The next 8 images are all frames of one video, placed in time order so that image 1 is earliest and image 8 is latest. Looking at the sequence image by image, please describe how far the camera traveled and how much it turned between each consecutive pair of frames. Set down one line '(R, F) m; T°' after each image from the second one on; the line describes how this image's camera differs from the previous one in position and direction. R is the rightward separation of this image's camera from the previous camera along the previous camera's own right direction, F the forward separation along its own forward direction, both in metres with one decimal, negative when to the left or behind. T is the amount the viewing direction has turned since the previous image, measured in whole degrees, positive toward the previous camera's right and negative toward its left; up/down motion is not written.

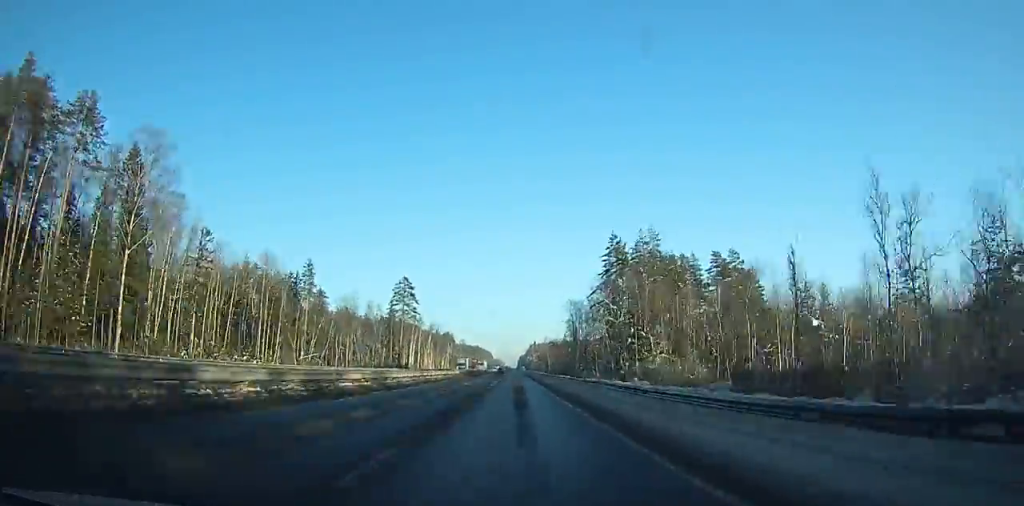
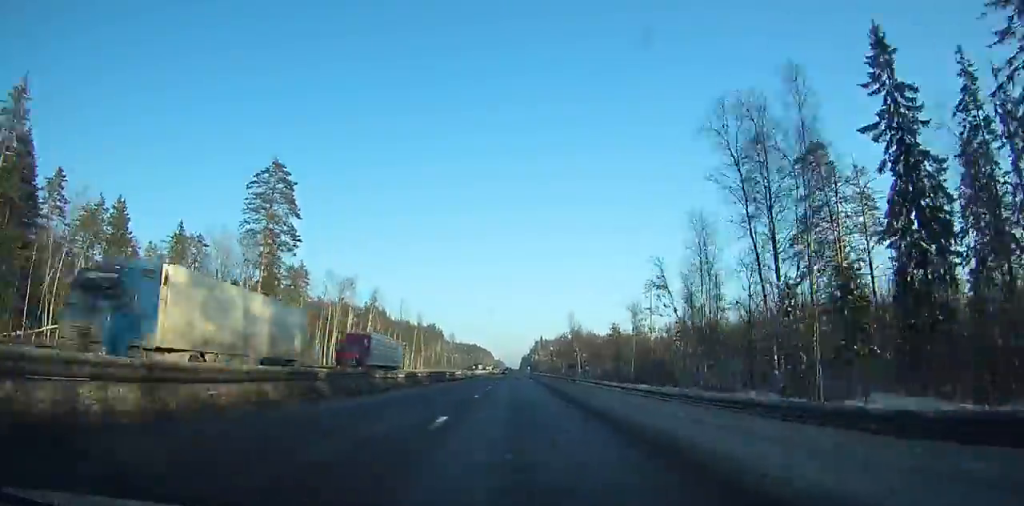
(-0.2, +89.8) m; 0°
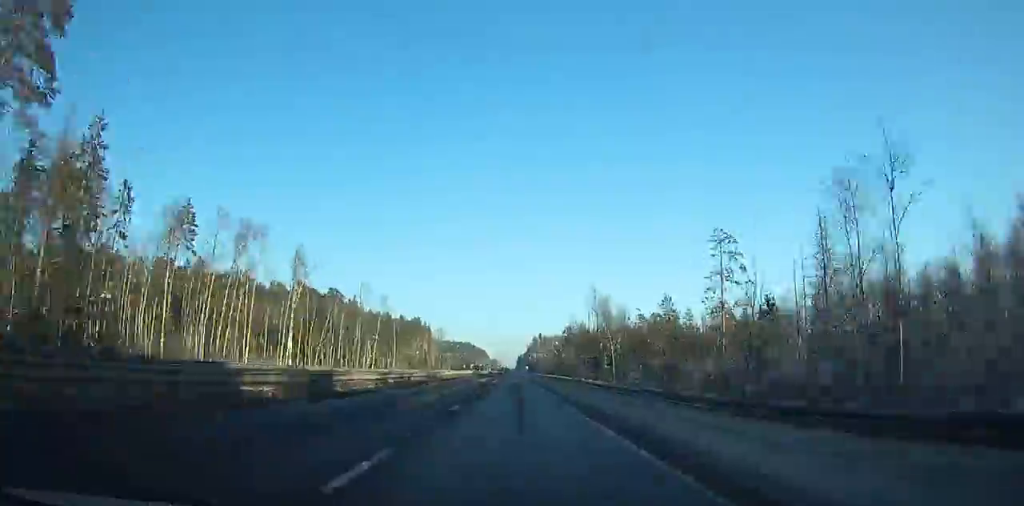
(+0.1, +43.0) m; 0°
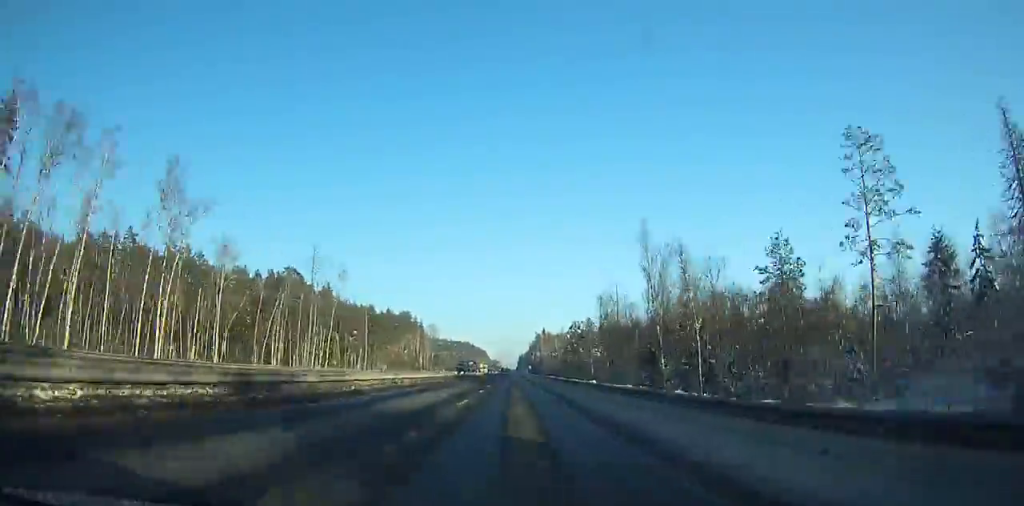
(+0.1, +33.6) m; 0°
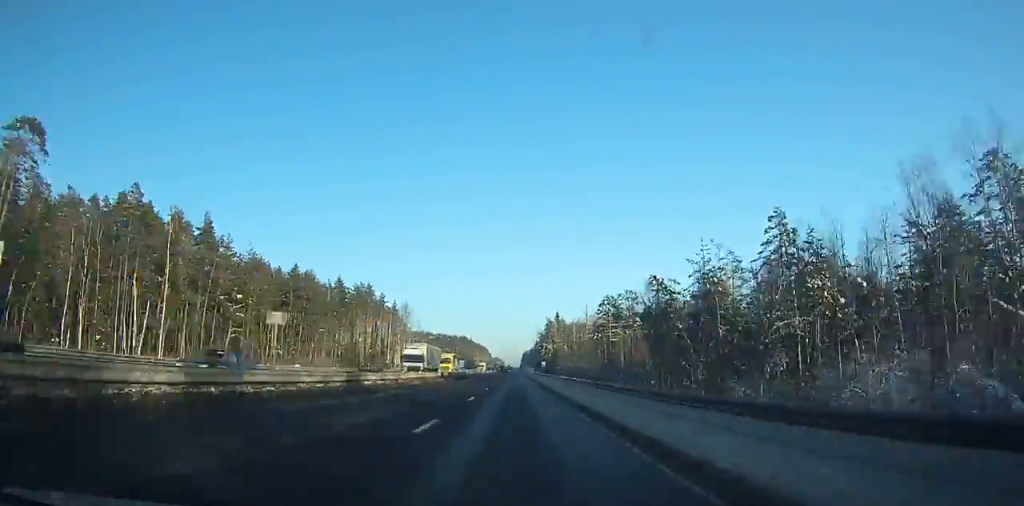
(-0.3, +83.2) m; 0°
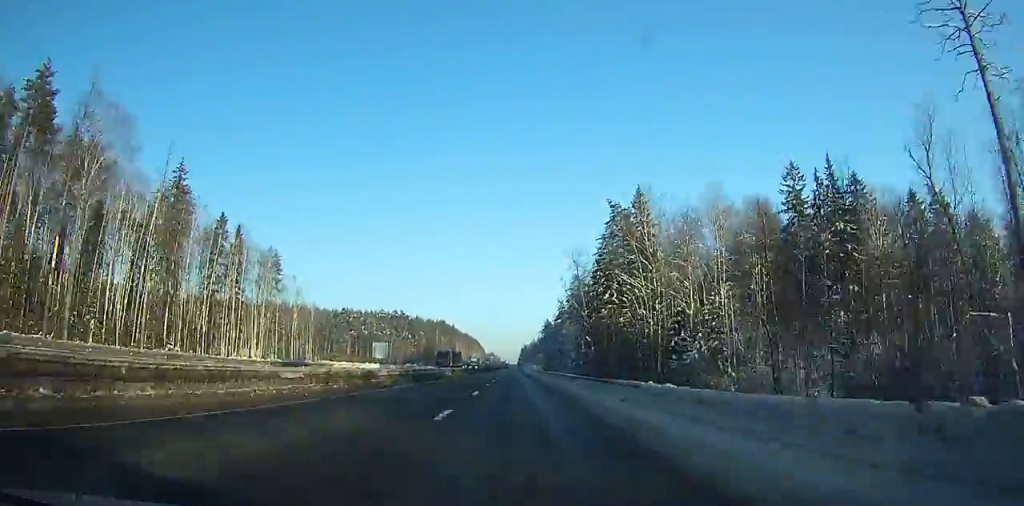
(+0.7, +167.3) m; 0°
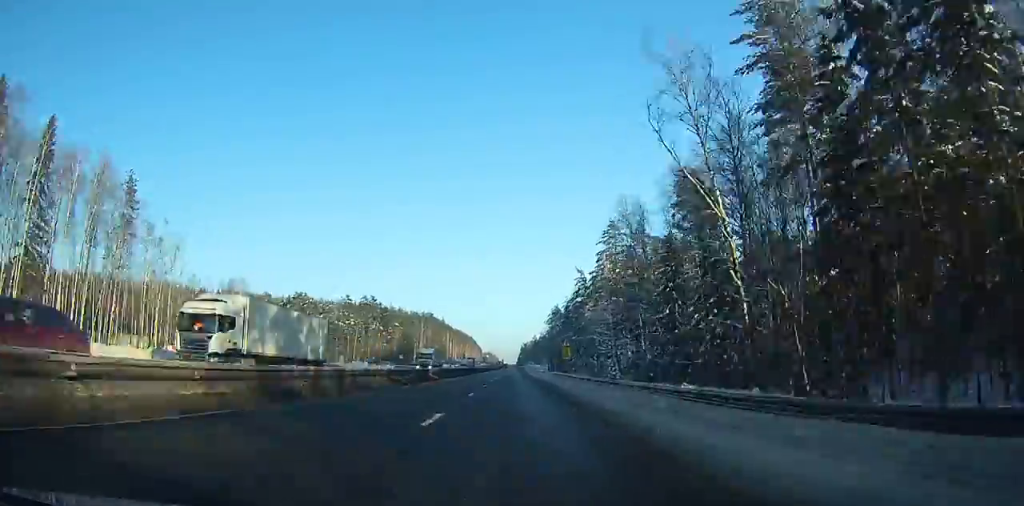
(0.0, +63.2) m; 0°
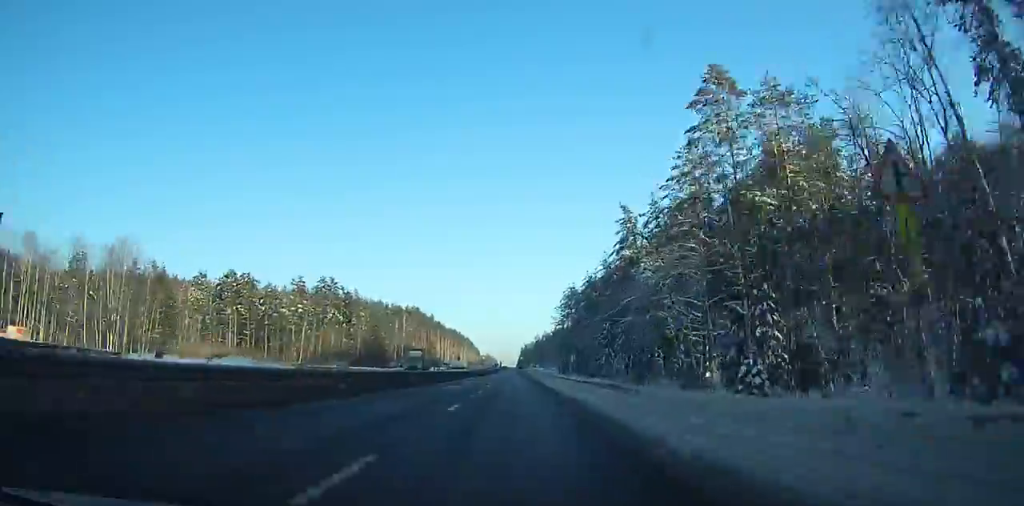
(-0.1, +55.9) m; 0°
